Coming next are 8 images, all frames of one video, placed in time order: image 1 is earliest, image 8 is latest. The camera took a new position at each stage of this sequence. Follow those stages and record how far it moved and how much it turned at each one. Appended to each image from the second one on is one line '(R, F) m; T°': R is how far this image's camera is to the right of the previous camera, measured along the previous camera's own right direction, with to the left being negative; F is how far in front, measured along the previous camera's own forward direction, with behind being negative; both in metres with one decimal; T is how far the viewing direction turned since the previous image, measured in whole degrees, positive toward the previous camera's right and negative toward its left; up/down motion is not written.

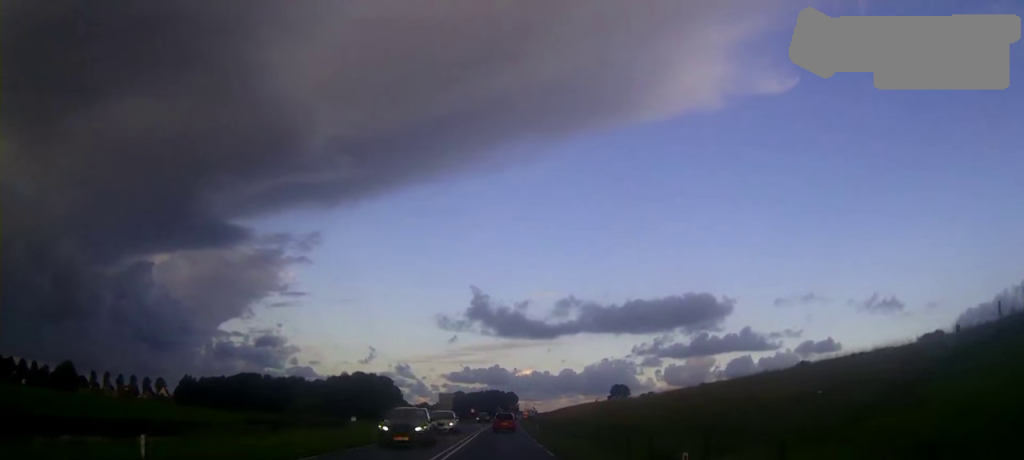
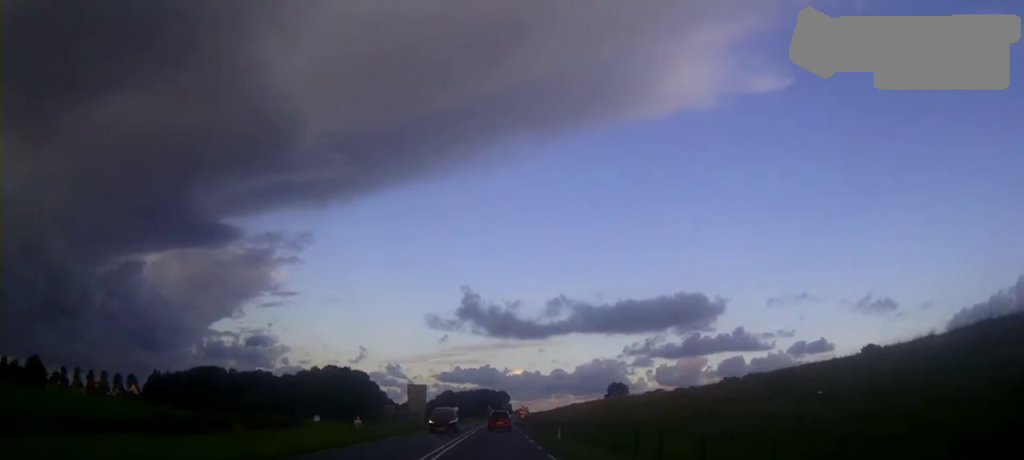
(+0.3, +27.7) m; +1°
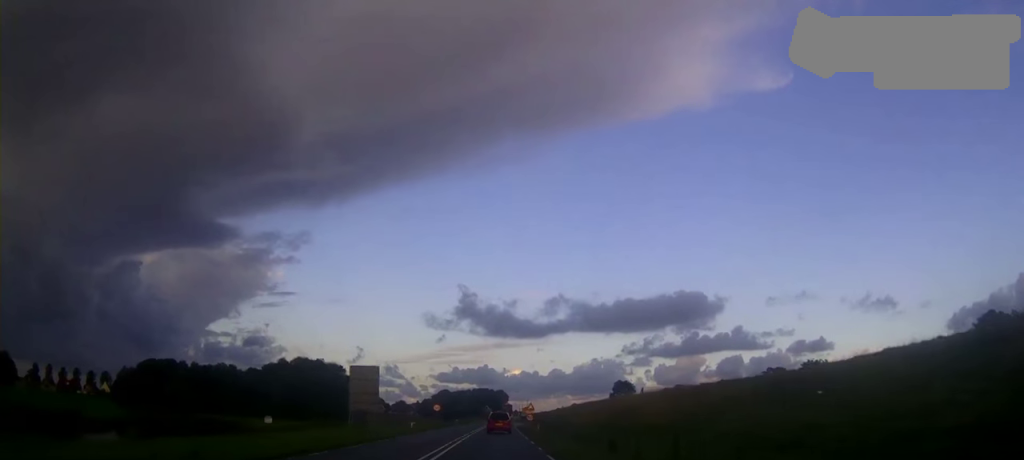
(+0.1, +29.7) m; 0°
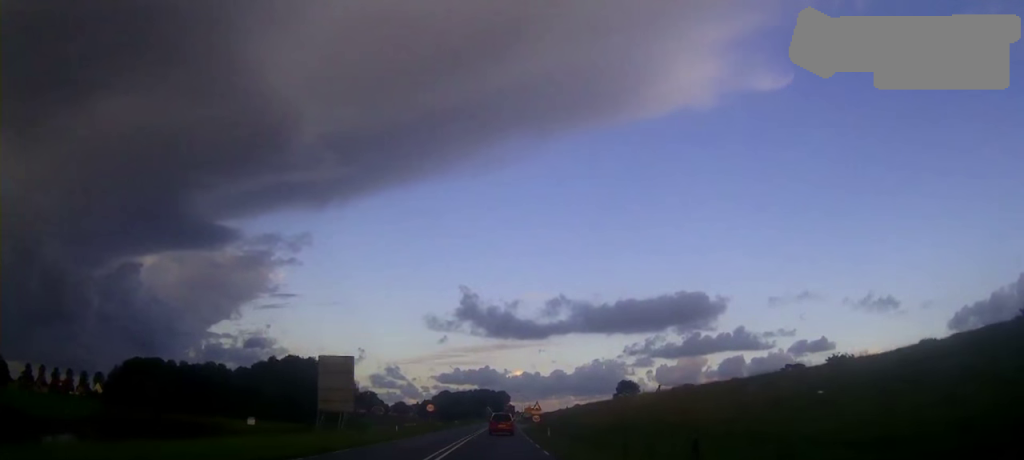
(+0.1, +9.3) m; 0°
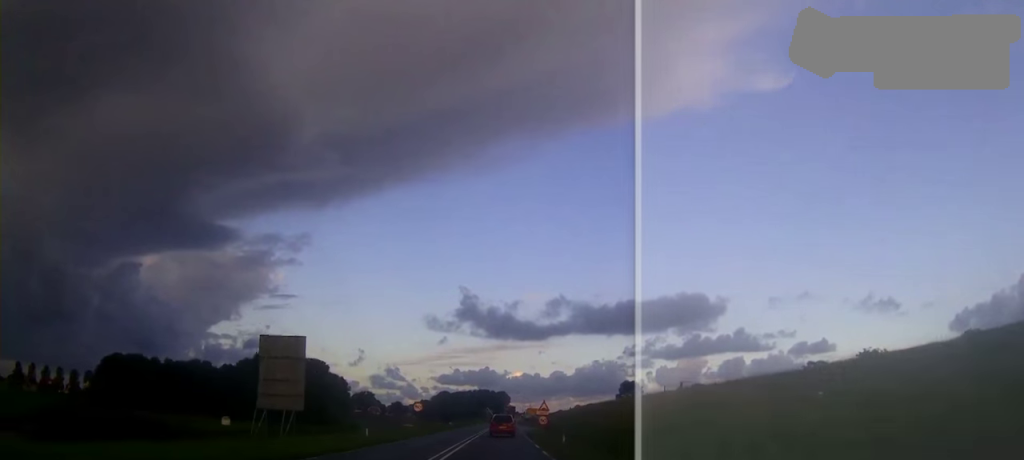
(-0.1, +10.0) m; 0°
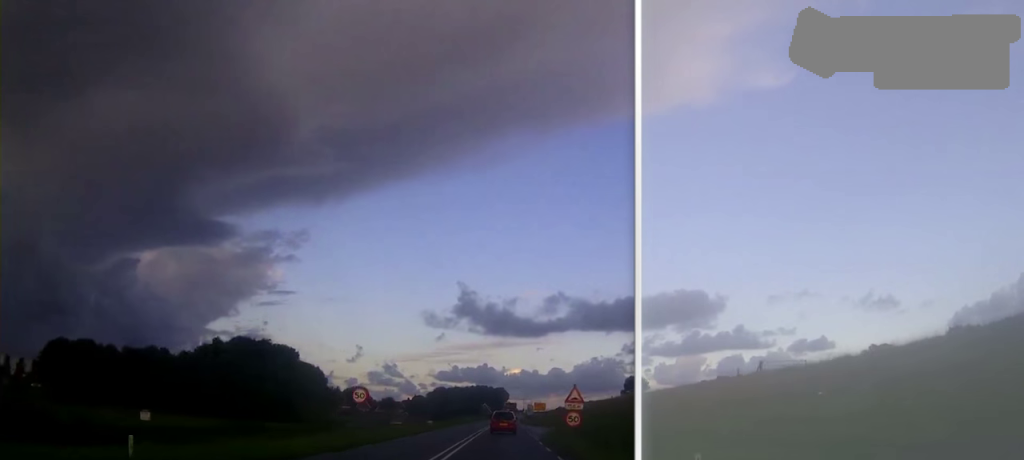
(0.0, +23.7) m; 0°
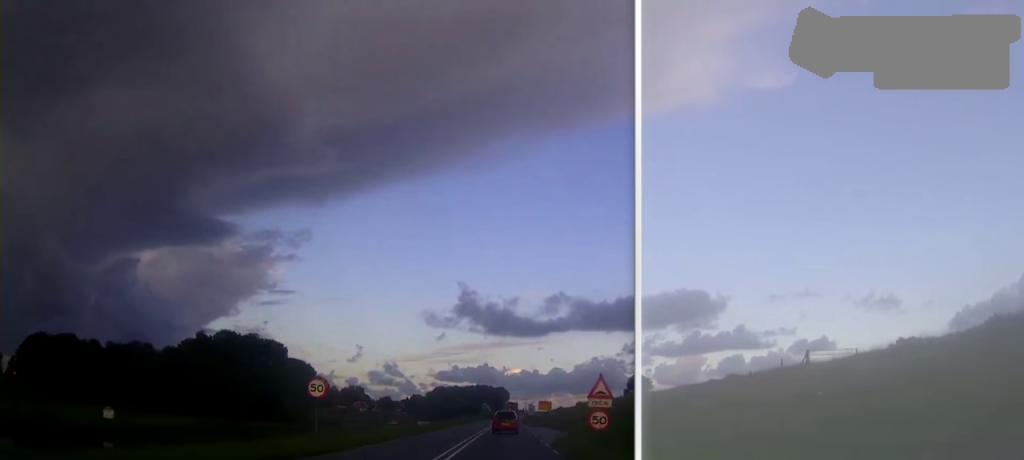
(0.0, +8.3) m; 0°
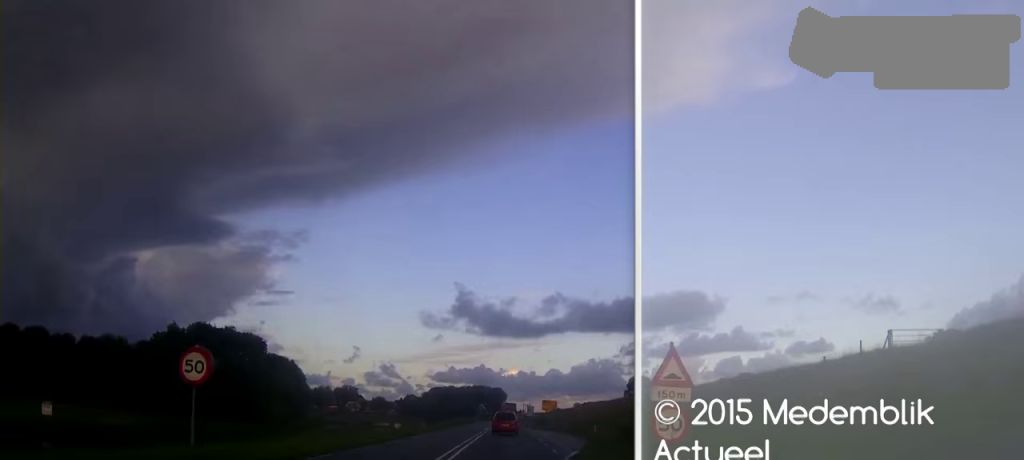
(0.0, +10.5) m; 0°
